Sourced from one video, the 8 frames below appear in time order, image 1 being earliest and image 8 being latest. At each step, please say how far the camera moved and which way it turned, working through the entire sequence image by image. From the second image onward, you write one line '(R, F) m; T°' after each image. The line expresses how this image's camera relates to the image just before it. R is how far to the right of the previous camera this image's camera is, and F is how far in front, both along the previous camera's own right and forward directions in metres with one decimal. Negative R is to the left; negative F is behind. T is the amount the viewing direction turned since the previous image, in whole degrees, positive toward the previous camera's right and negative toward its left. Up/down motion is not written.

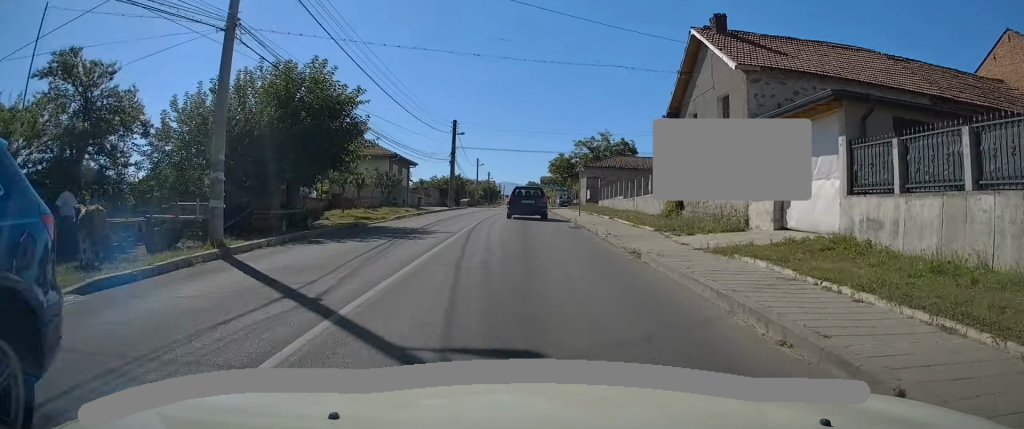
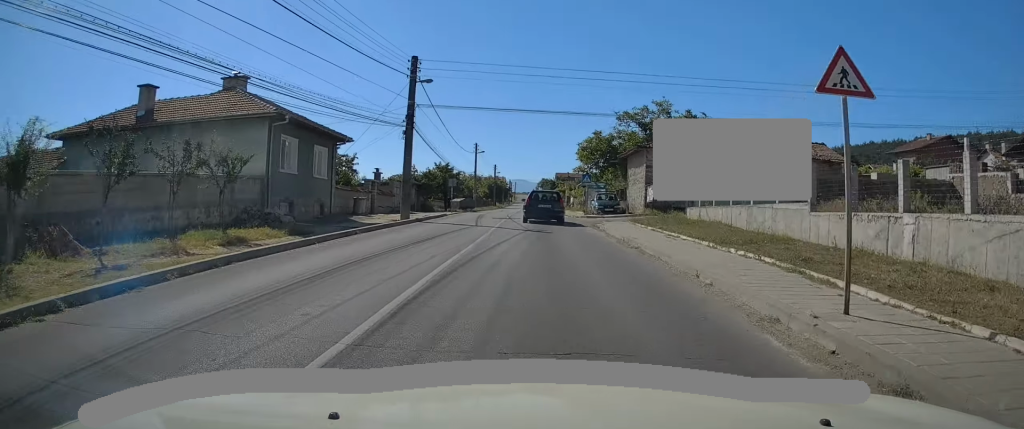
(-0.5, +24.4) m; -1°
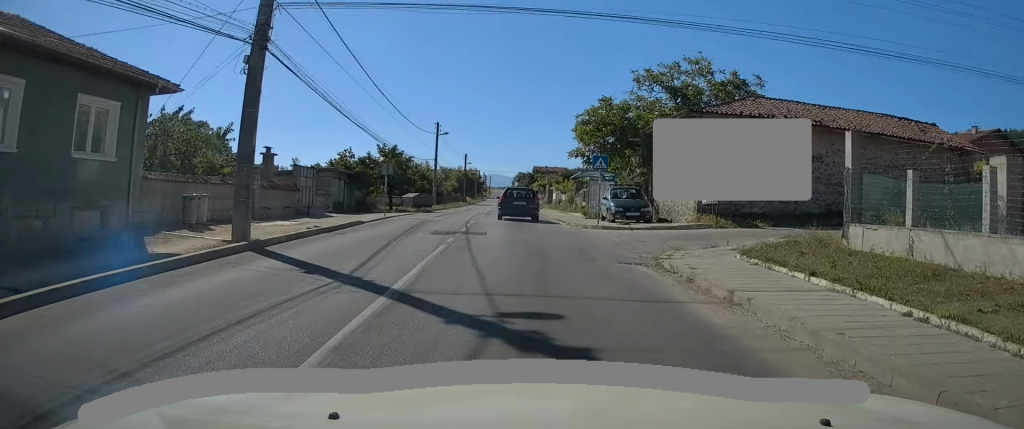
(+0.2, +15.1) m; 0°
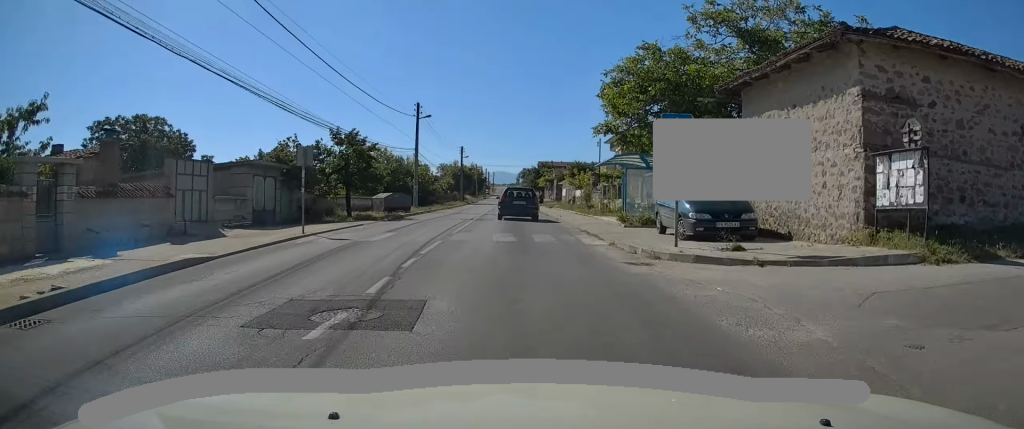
(-0.1, +11.0) m; -1°
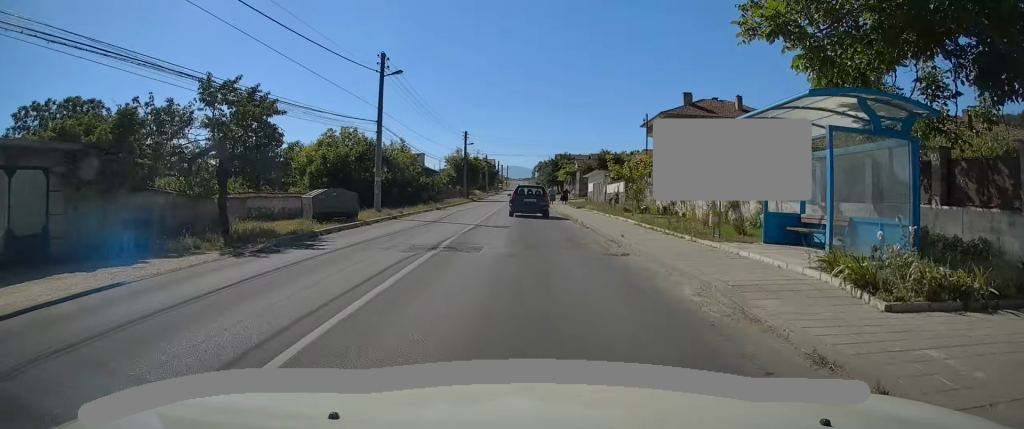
(0.0, +14.6) m; 0°
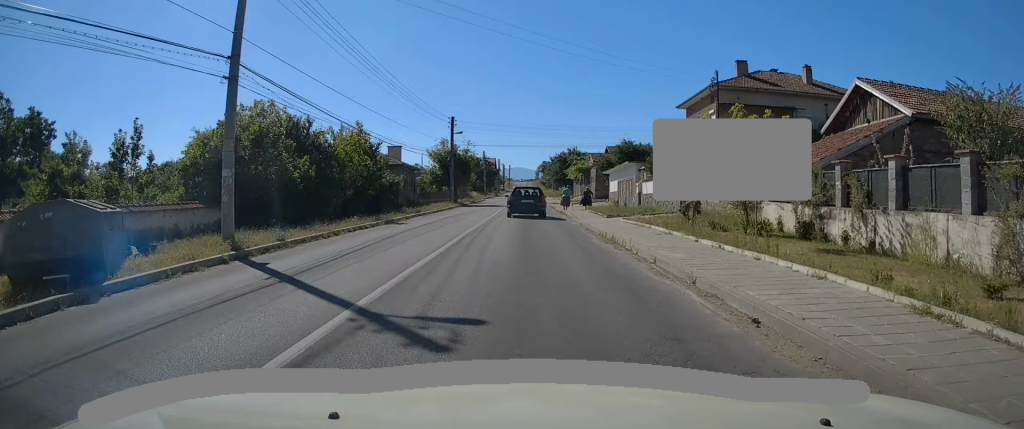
(0.0, +14.4) m; -1°
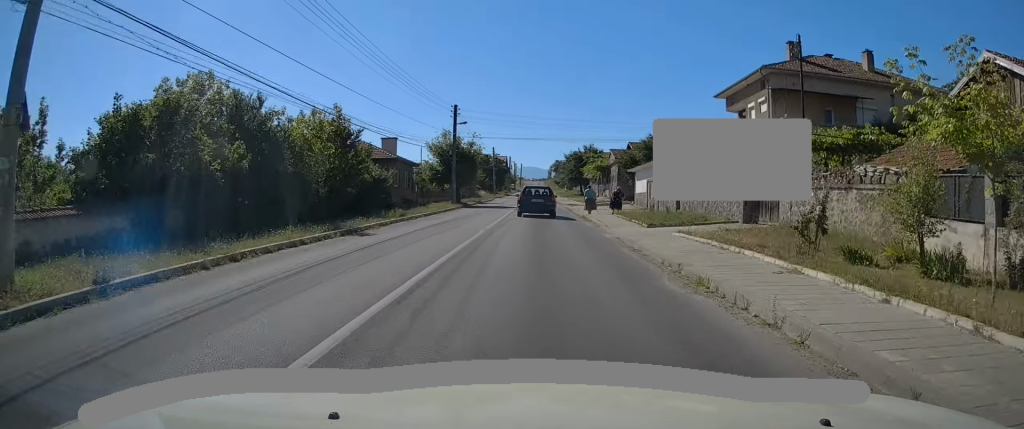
(-0.2, +6.9) m; 0°
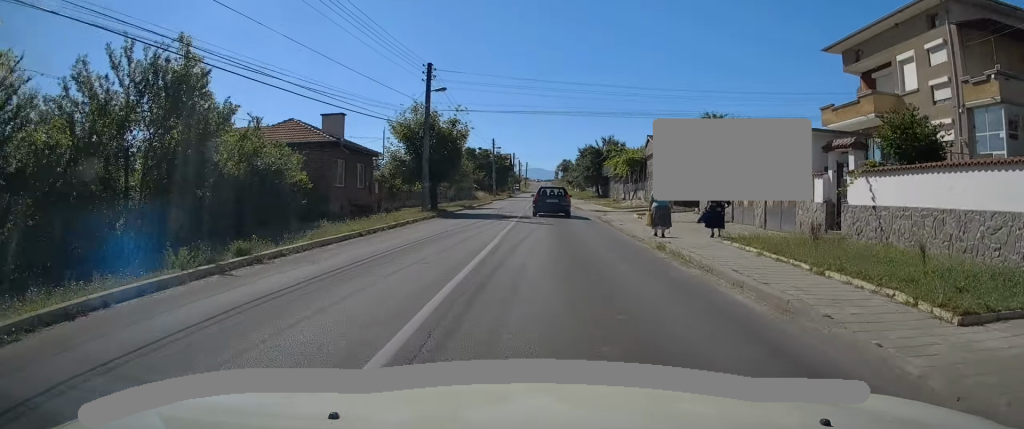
(+0.1, +15.4) m; +1°
